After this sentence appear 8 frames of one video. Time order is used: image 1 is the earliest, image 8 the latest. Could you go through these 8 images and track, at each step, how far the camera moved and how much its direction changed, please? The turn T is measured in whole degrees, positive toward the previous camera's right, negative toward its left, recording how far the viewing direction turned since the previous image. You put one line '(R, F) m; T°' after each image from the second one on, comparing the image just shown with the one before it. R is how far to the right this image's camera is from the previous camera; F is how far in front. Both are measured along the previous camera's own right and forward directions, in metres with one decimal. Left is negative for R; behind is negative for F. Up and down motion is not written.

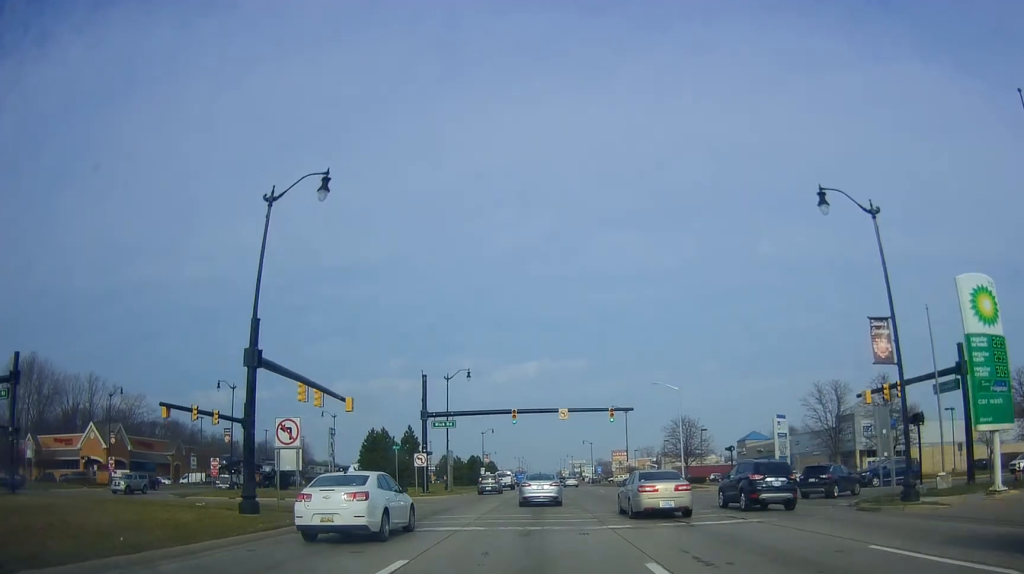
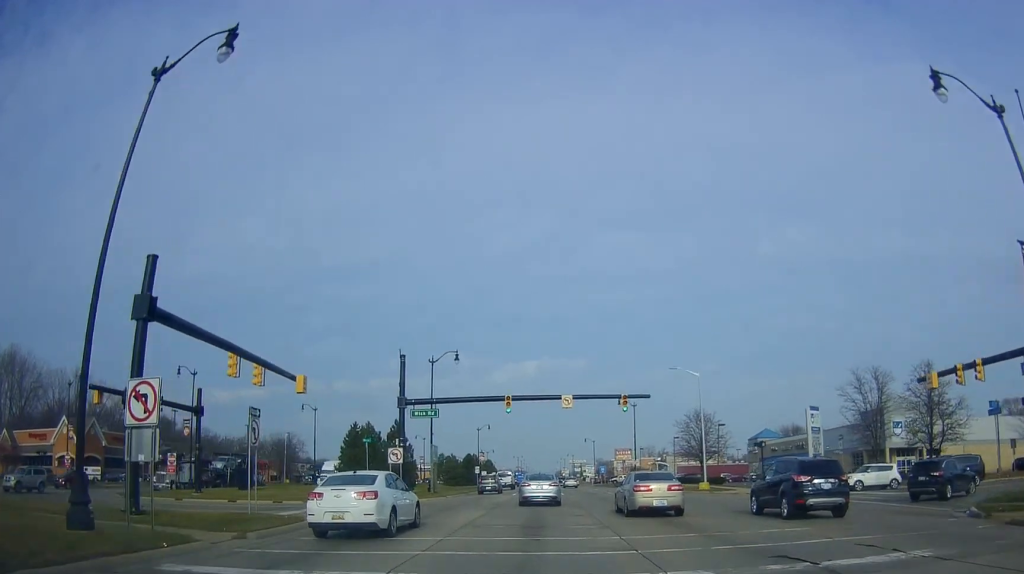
(+0.1, +8.0) m; 0°
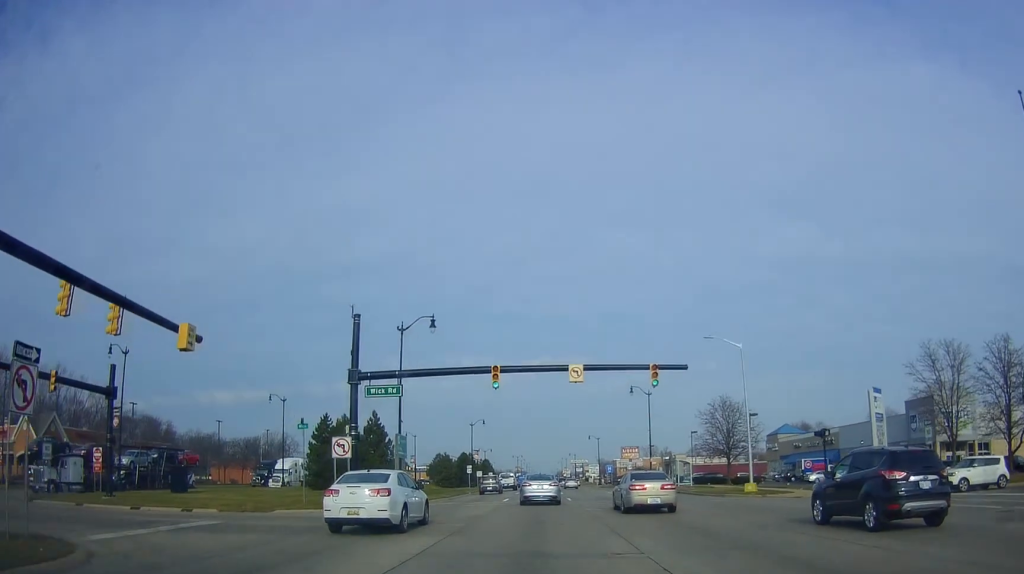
(+0.1, +10.9) m; -2°
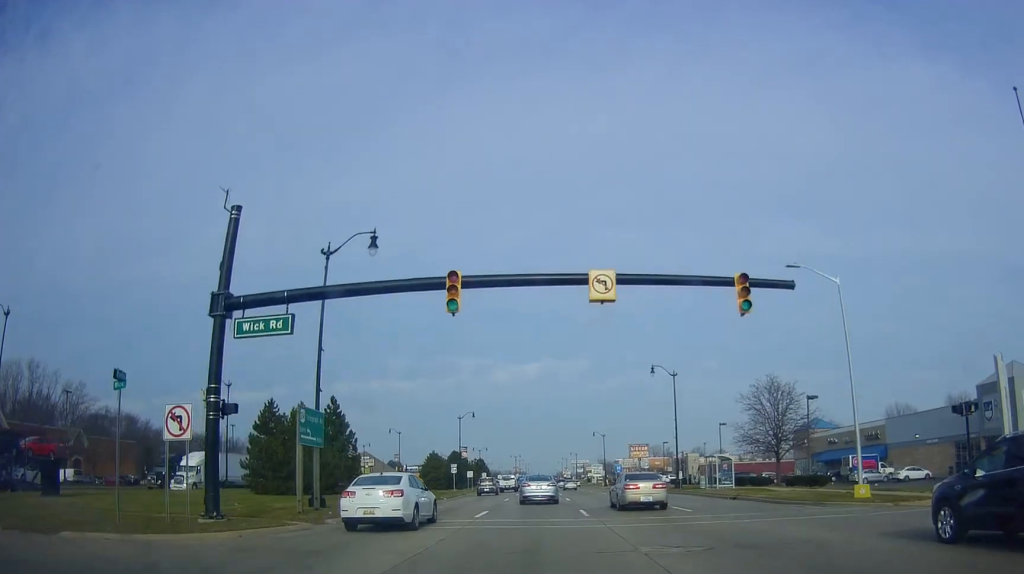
(-0.4, +14.2) m; 0°
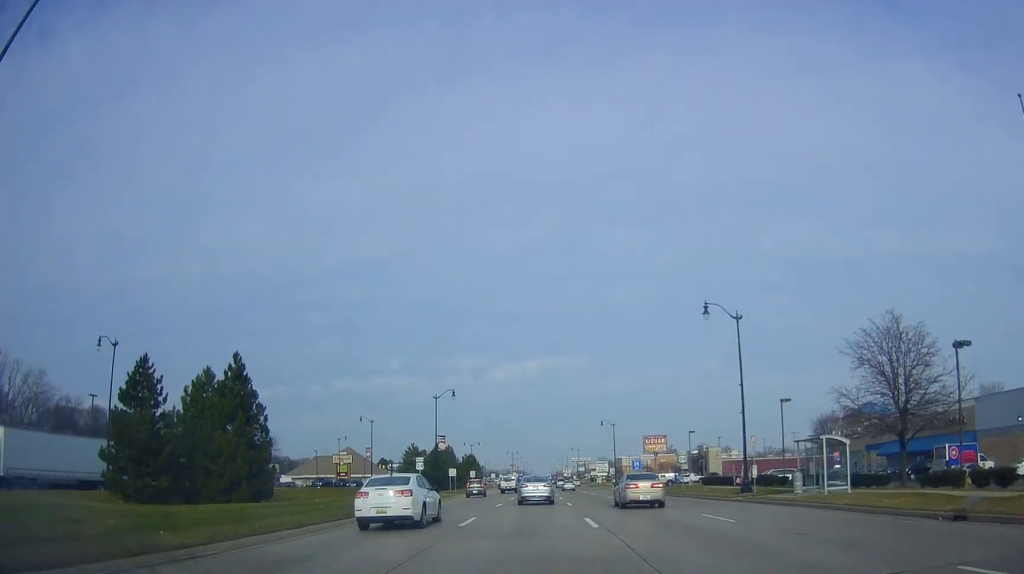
(+0.2, +19.4) m; +2°
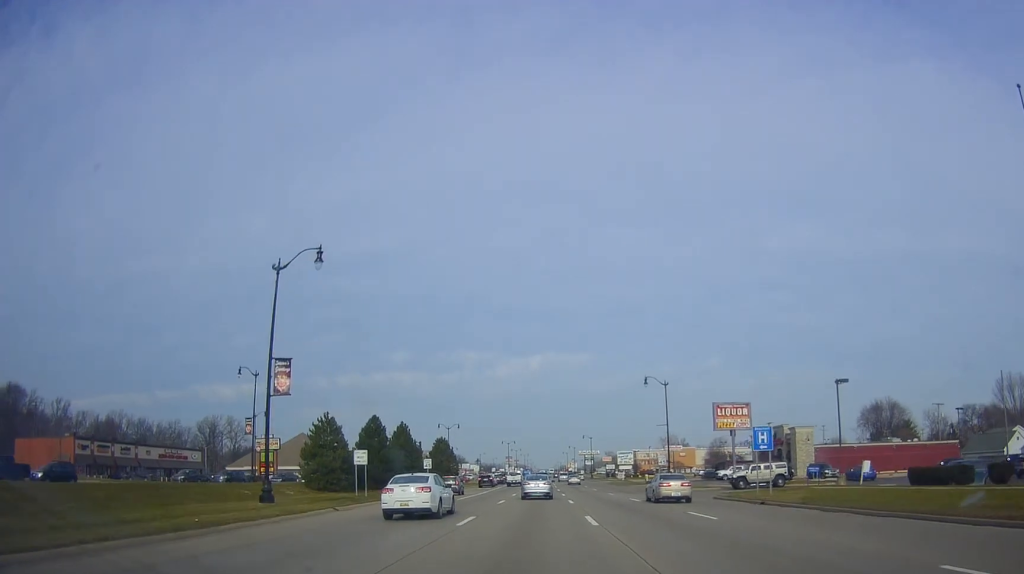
(+0.7, +44.1) m; -2°
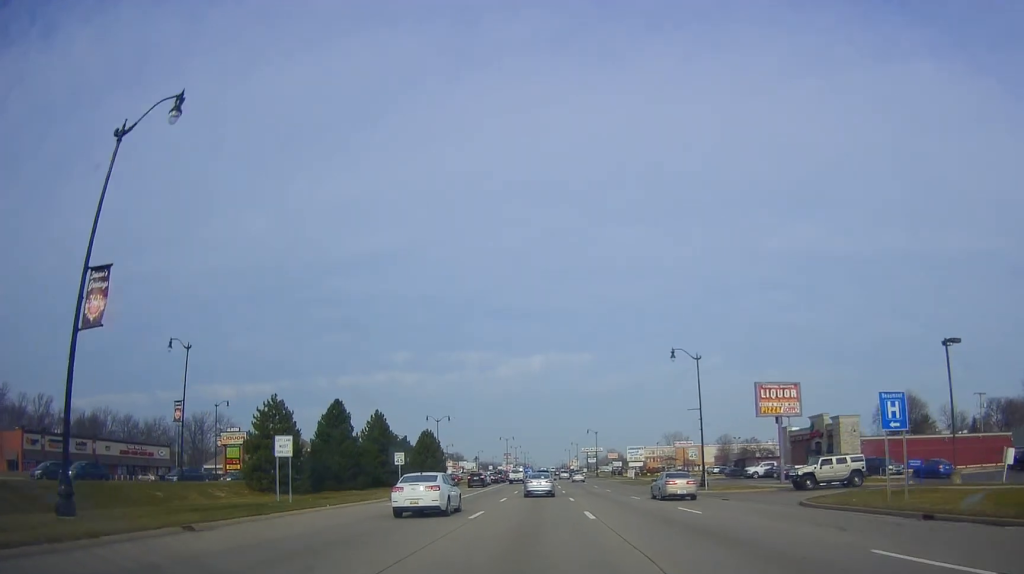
(-0.5, +13.1) m; 0°
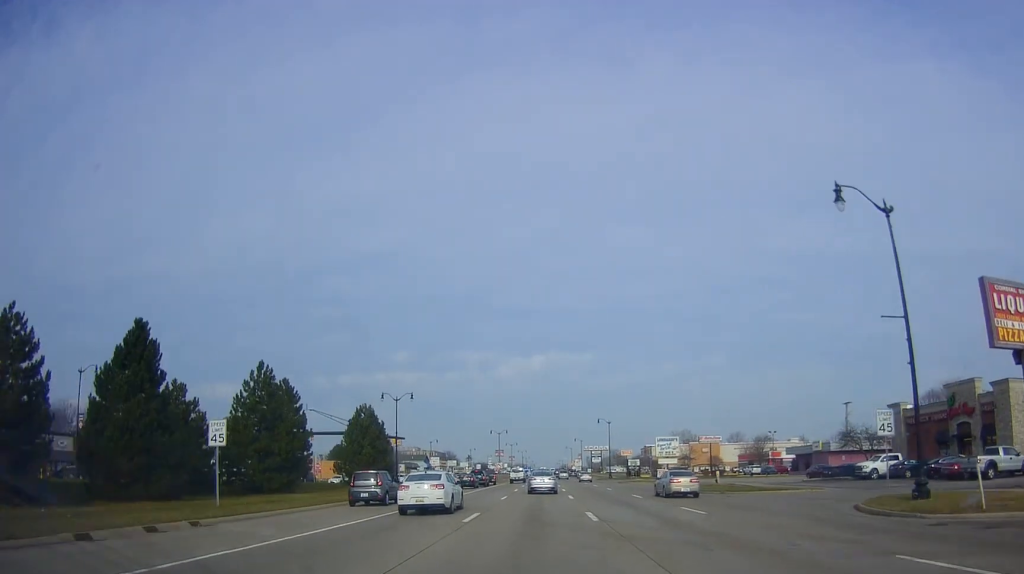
(+0.6, +29.5) m; +1°
